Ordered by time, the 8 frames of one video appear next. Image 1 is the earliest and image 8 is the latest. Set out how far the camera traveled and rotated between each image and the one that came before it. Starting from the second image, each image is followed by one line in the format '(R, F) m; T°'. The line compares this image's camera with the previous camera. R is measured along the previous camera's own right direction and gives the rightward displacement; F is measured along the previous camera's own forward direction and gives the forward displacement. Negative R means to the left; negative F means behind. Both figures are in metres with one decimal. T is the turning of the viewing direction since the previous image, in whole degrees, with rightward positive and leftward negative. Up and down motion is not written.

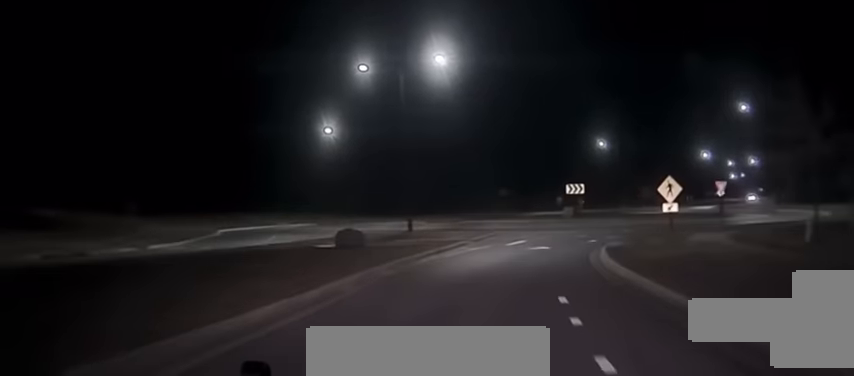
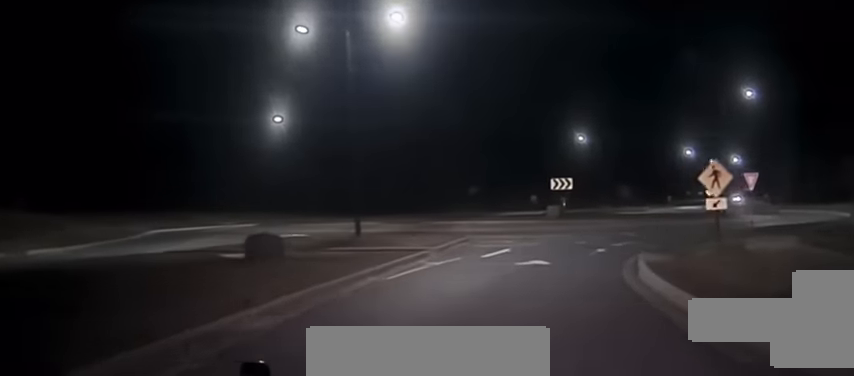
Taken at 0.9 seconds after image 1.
(+0.1, +7.9) m; +3°
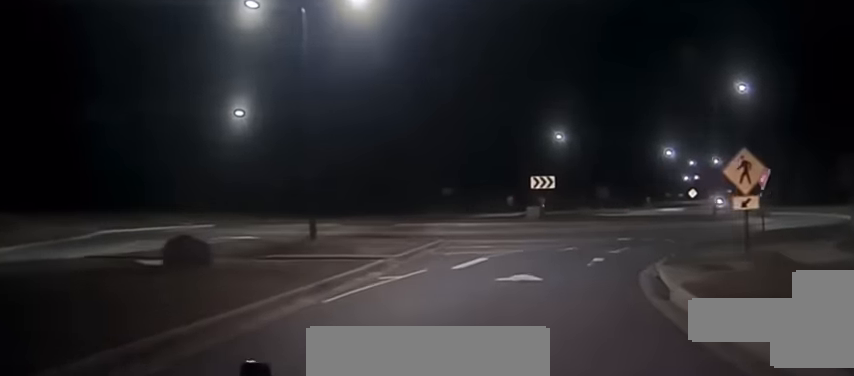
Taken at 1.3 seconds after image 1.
(-0.1, +3.9) m; +2°
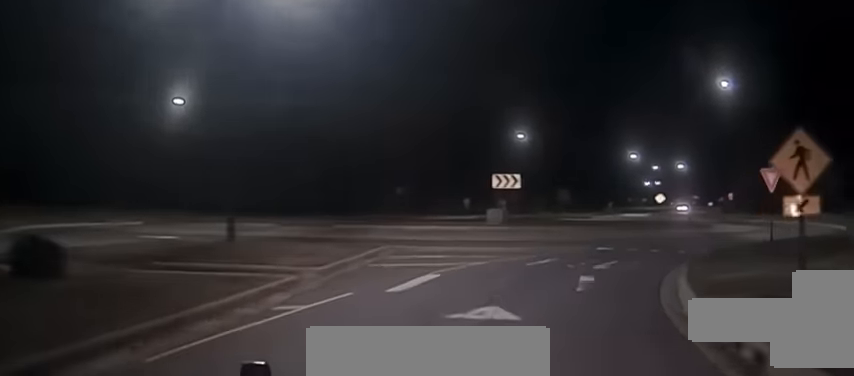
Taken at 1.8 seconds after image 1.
(+0.3, +4.4) m; +4°
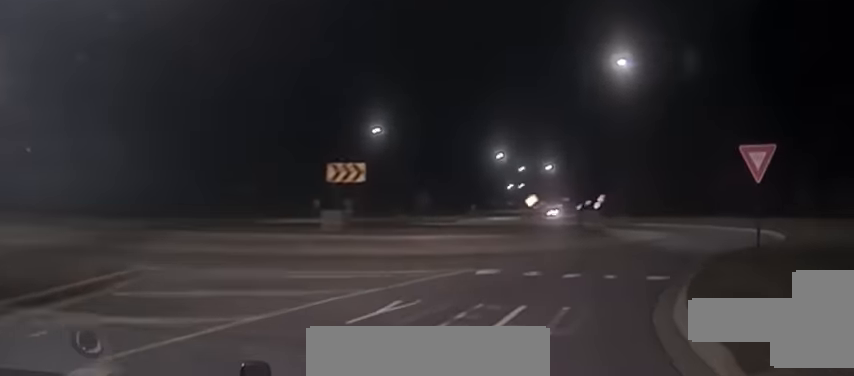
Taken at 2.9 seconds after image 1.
(+0.6, +9.0) m; +9°
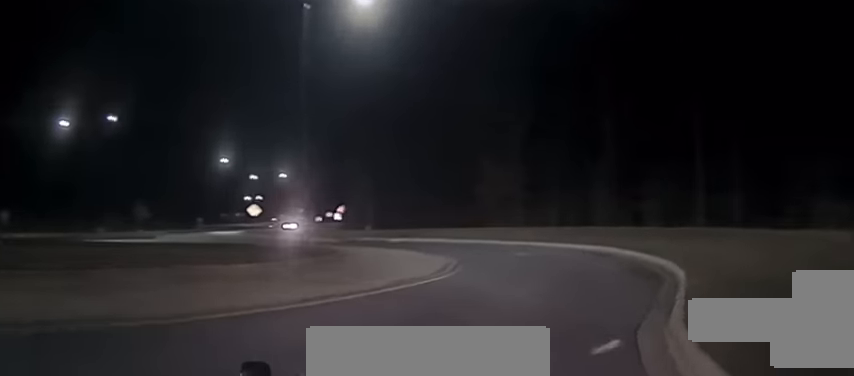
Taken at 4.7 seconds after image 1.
(+2.4, +14.3) m; +18°
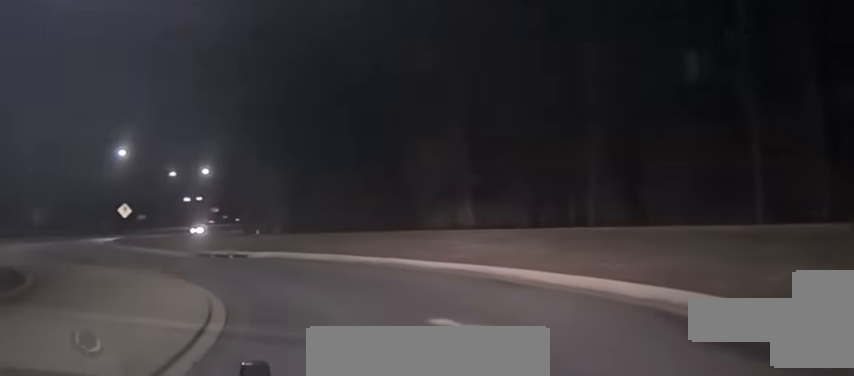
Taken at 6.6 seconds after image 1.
(+1.1, +16.2) m; 0°
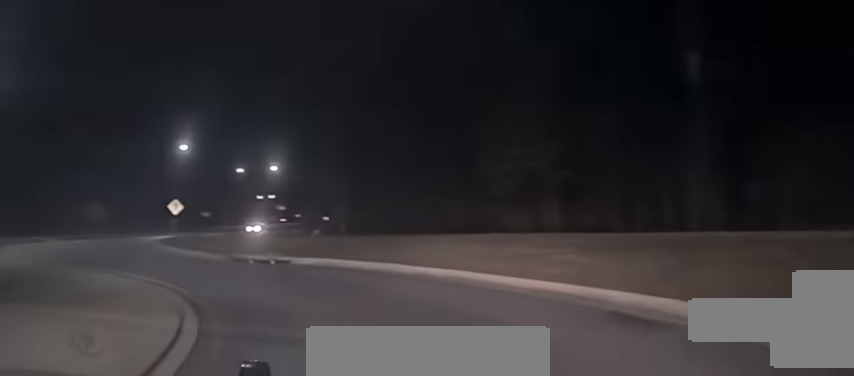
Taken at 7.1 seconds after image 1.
(-0.2, +4.4) m; -5°
